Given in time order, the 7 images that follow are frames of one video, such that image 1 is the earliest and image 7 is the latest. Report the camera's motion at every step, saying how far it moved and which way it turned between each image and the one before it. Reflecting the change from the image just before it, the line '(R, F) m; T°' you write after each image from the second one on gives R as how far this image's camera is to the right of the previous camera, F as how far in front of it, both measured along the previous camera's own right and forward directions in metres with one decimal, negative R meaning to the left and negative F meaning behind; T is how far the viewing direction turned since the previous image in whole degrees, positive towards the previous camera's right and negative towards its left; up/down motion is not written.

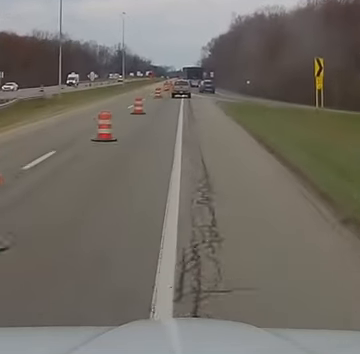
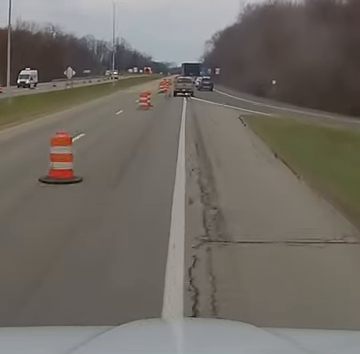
(0.0, +23.5) m; 0°
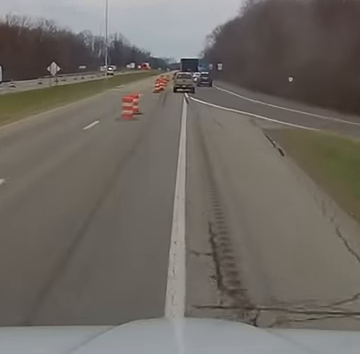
(0.0, +10.8) m; 0°
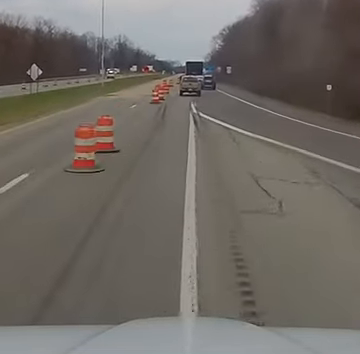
(0.0, +14.1) m; +1°
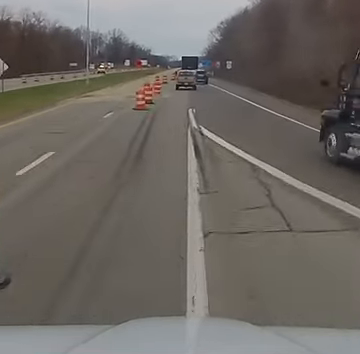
(+0.1, +13.7) m; +1°
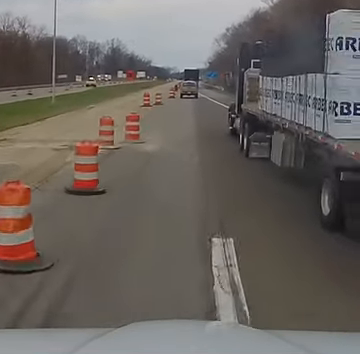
(+0.1, +29.9) m; 0°
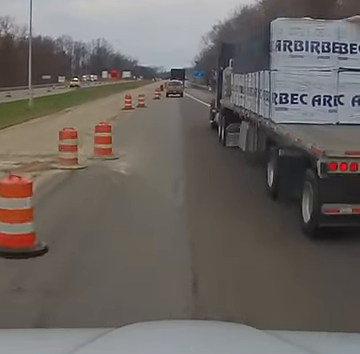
(0.0, +4.7) m; 0°
